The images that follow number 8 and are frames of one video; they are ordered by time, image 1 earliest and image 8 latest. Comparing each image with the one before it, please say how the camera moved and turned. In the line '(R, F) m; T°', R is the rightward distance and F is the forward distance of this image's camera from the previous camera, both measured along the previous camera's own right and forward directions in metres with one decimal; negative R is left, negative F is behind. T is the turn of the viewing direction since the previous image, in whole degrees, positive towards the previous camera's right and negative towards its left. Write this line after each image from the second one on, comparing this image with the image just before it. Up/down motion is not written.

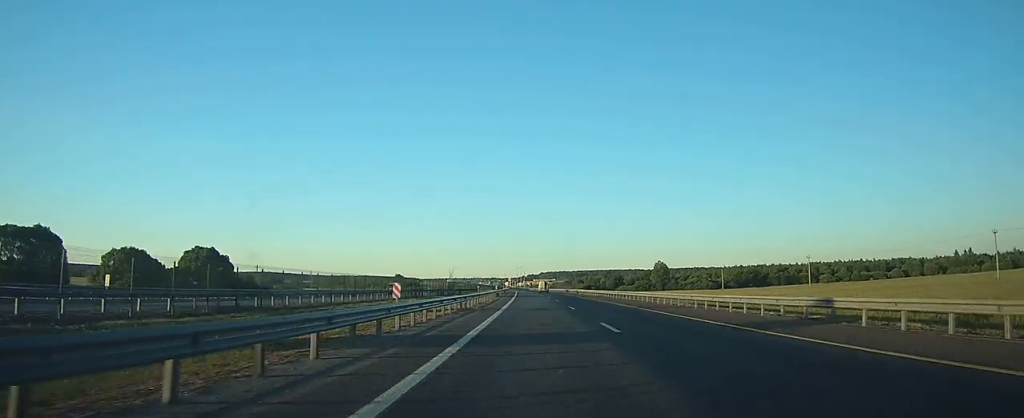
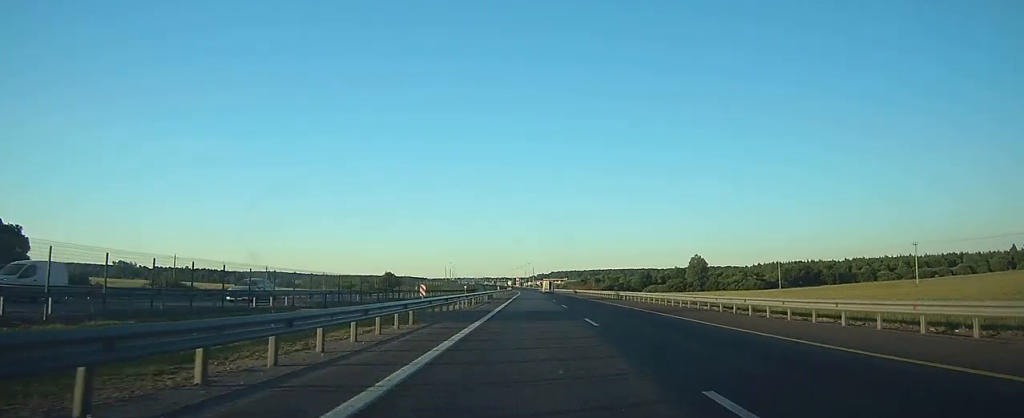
(-0.2, +45.0) m; -1°
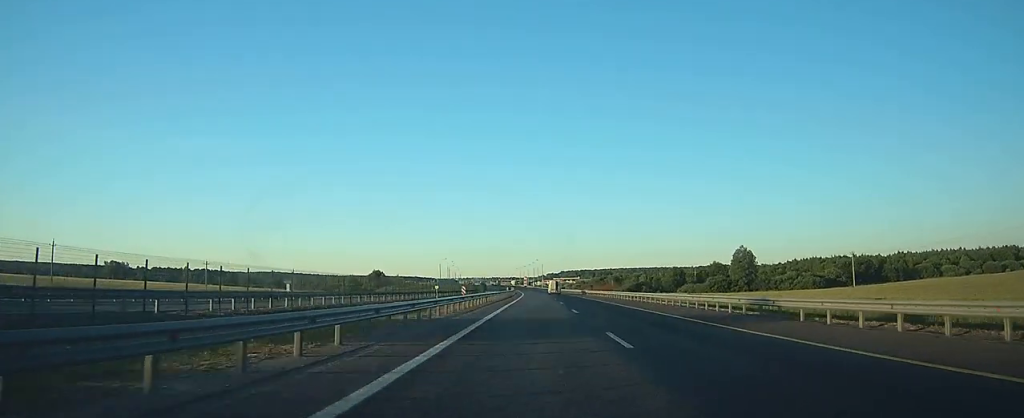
(-0.2, +38.9) m; -1°
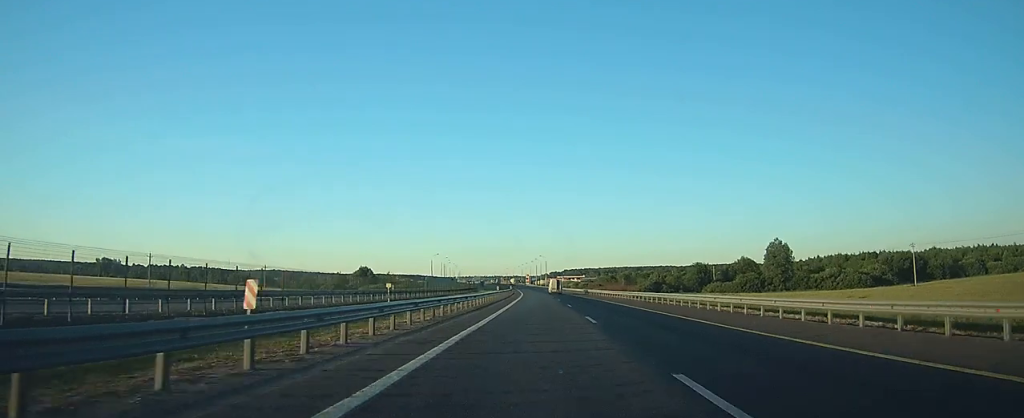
(-0.1, +23.9) m; 0°
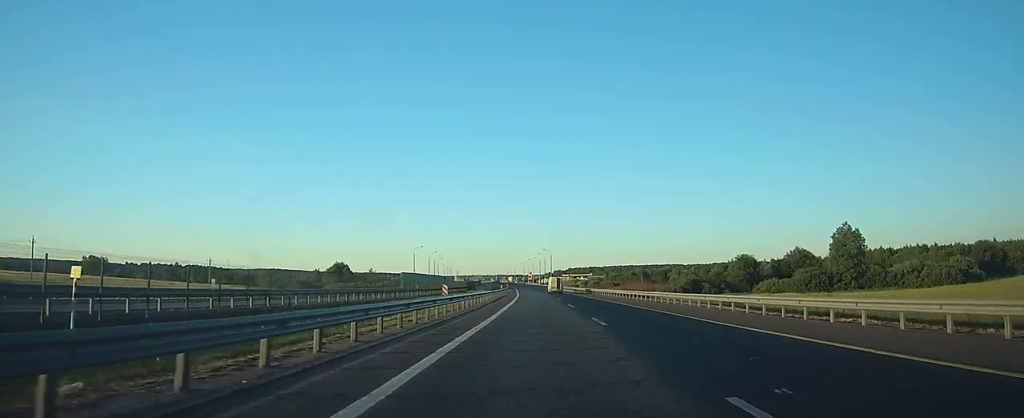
(-0.2, +34.1) m; -1°
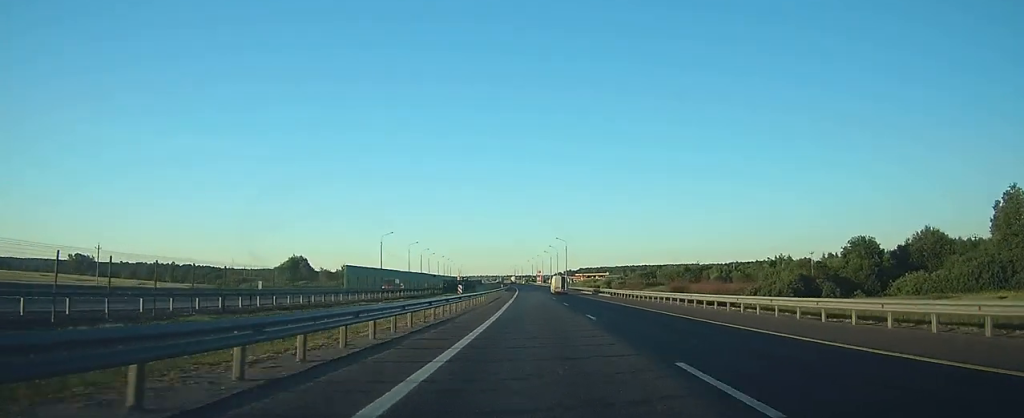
(-0.4, +45.4) m; -1°
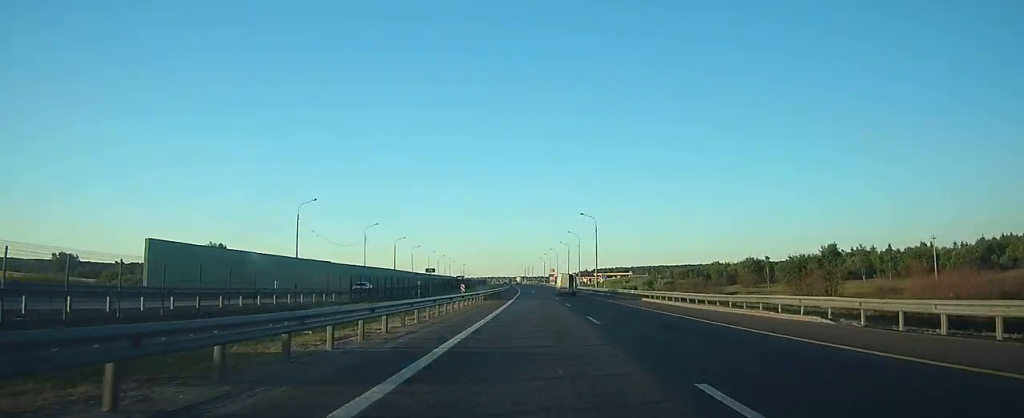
(-0.4, +50.3) m; -1°
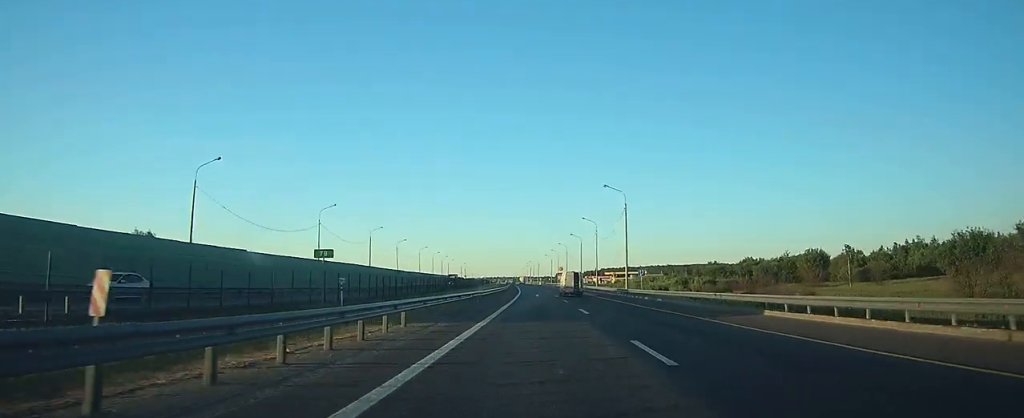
(-0.1, +26.3) m; -1°
